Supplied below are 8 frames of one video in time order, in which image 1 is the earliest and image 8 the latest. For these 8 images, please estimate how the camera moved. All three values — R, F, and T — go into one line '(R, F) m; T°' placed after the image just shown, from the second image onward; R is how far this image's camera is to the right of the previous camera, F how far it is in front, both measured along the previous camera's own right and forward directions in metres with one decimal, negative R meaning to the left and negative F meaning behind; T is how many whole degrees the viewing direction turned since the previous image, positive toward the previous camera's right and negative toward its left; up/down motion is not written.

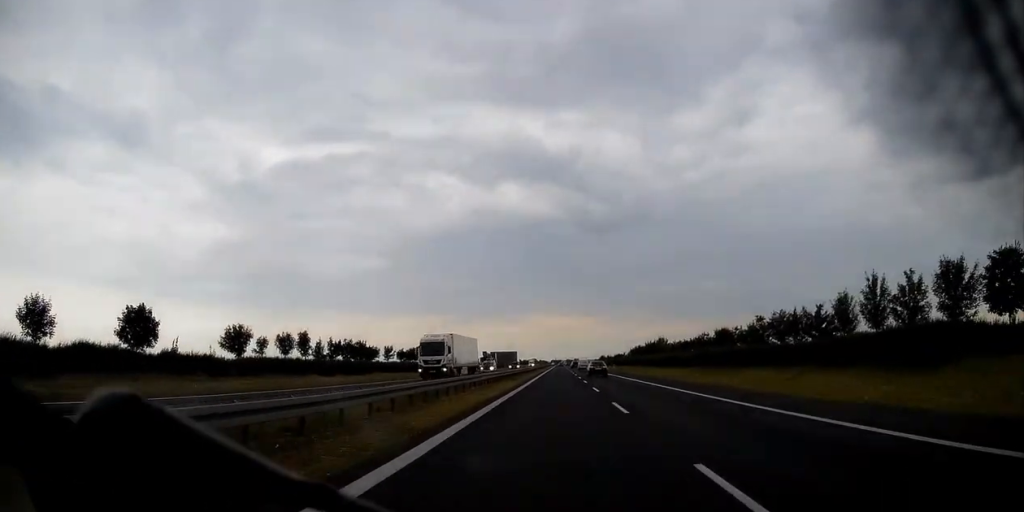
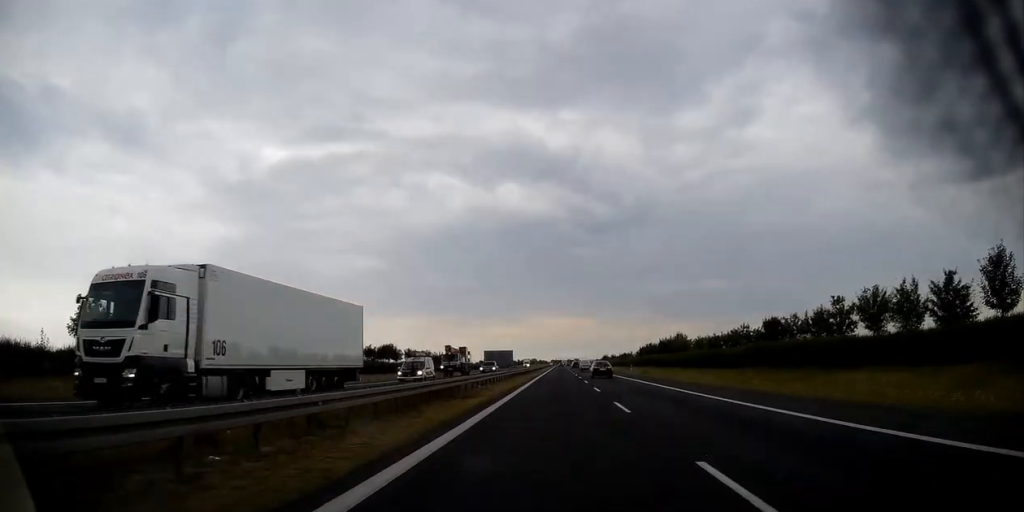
(0.0, +27.1) m; 0°
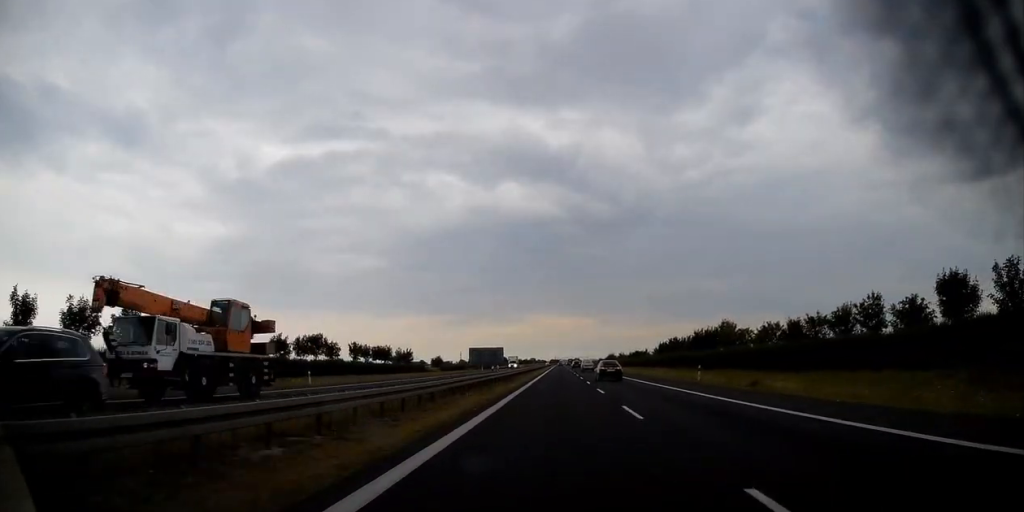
(-0.2, +42.1) m; 0°
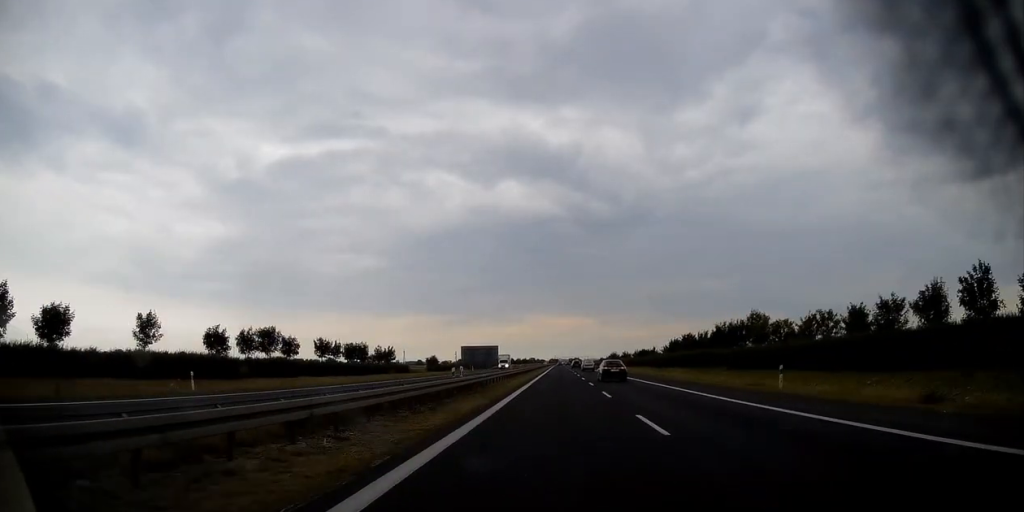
(0.0, +14.2) m; 0°
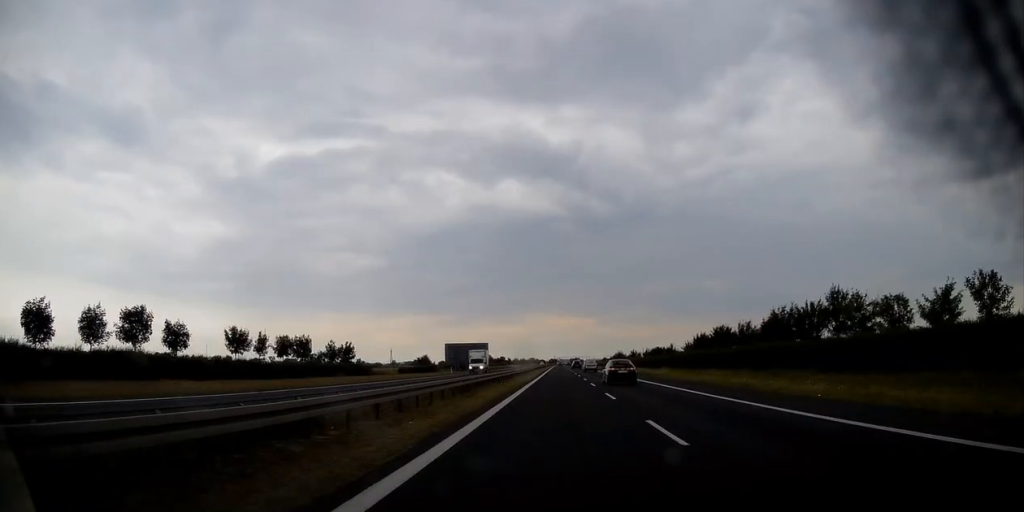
(0.0, +23.3) m; 0°
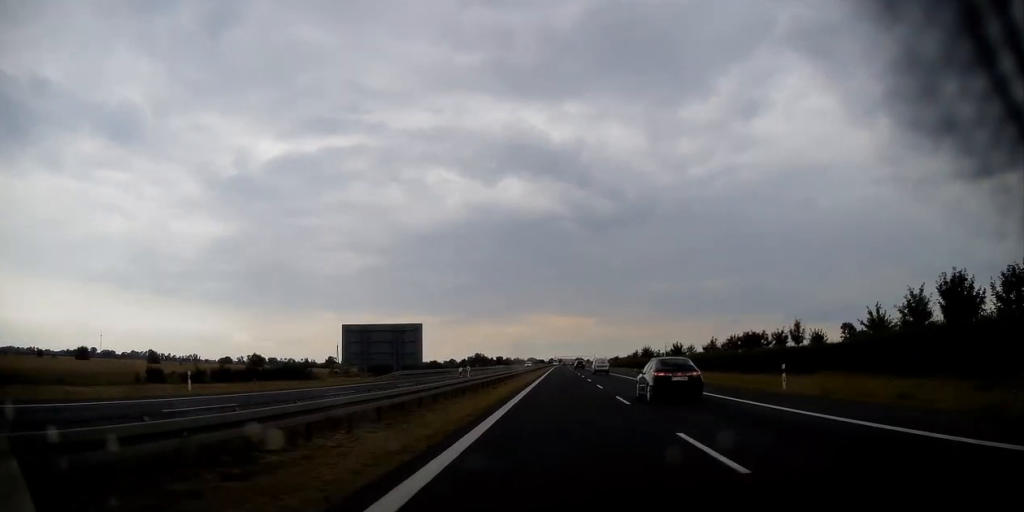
(-0.2, +66.4) m; 0°
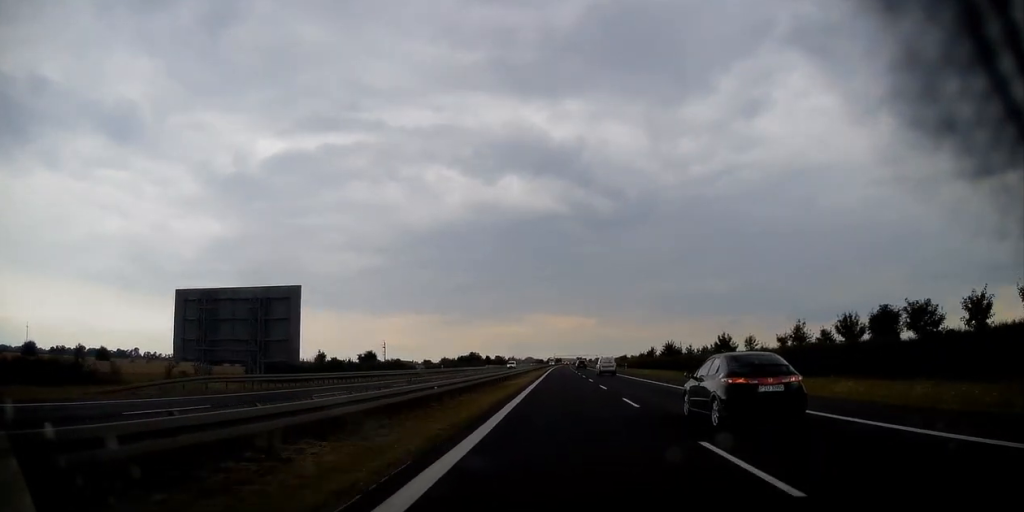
(0.0, +35.5) m; 0°
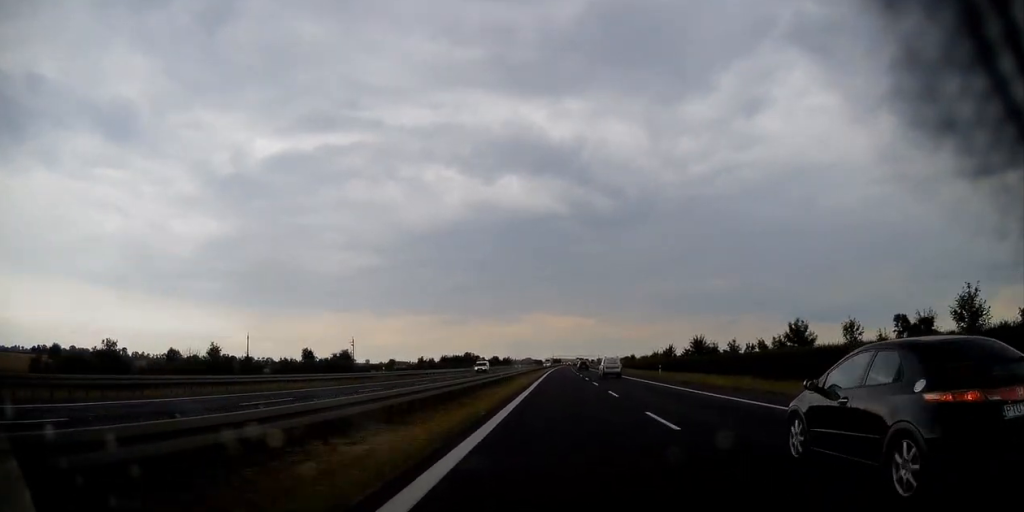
(0.0, +29.2) m; 0°
